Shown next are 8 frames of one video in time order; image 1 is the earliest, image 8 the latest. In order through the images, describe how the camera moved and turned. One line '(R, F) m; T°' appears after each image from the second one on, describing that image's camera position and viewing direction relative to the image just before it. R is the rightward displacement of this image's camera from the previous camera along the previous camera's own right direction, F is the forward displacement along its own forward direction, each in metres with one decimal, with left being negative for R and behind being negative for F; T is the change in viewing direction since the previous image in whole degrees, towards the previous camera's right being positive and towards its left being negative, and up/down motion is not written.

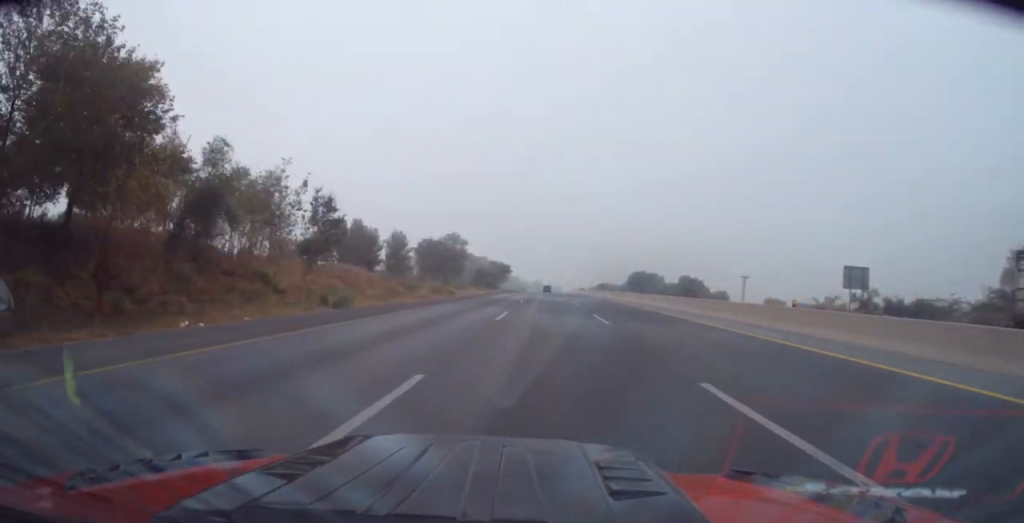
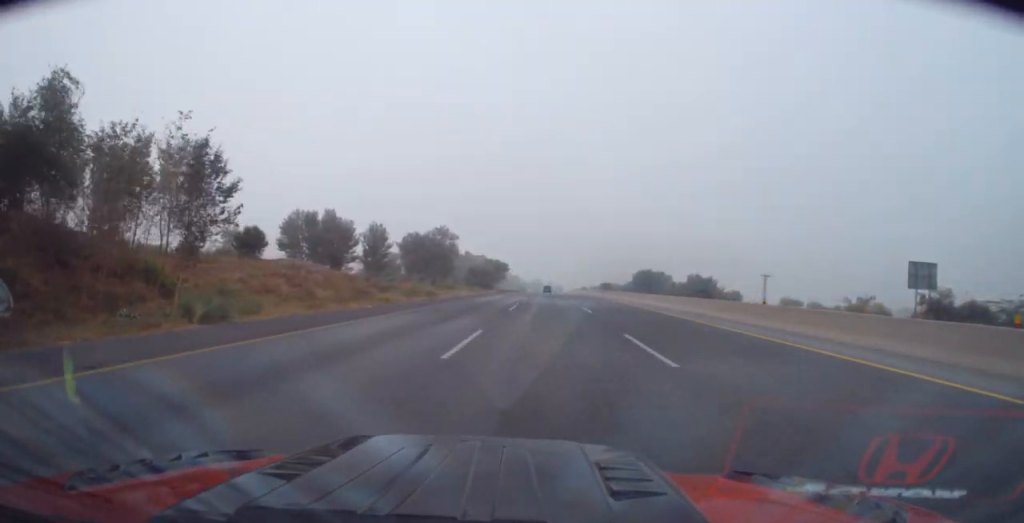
(-0.1, +10.3) m; 0°
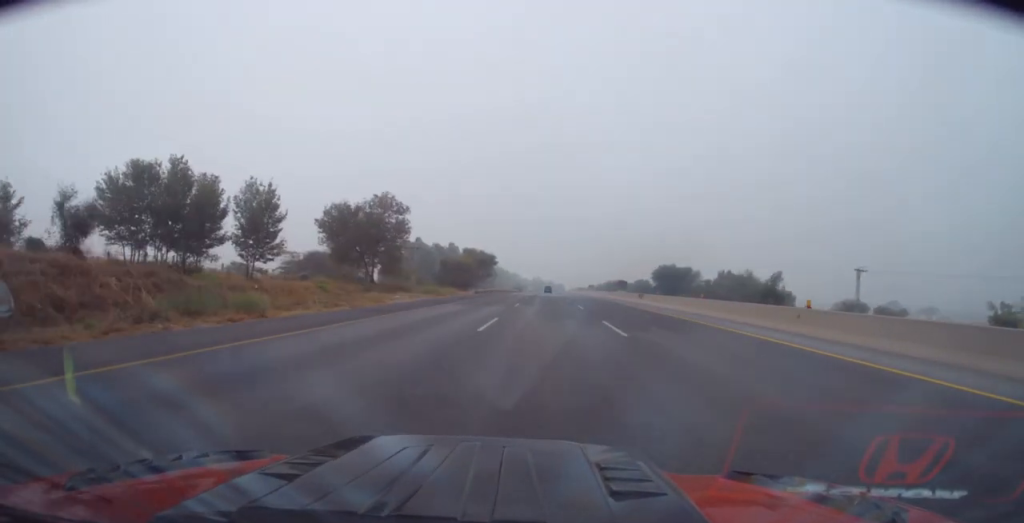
(-0.4, +30.1) m; -1°
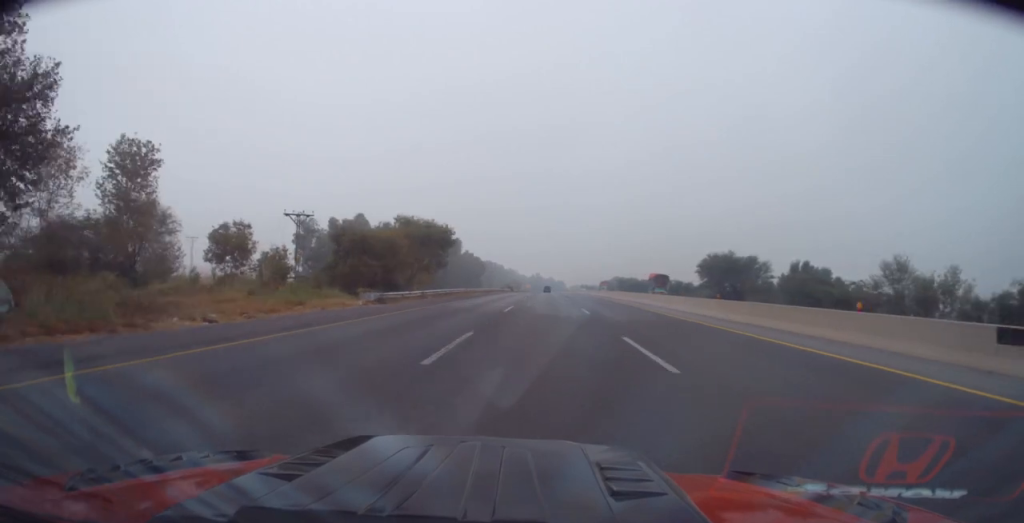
(0.0, +42.8) m; 0°
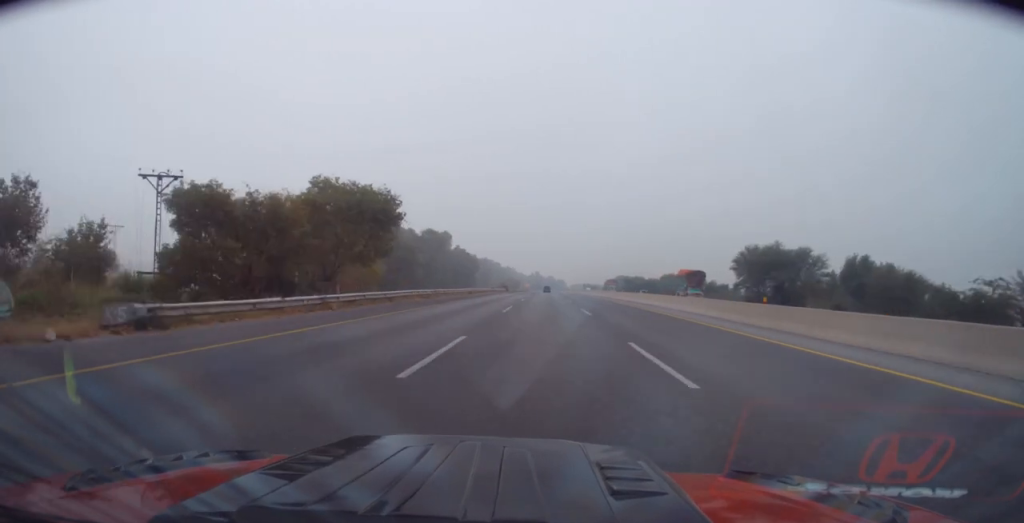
(0.0, +19.4) m; 0°
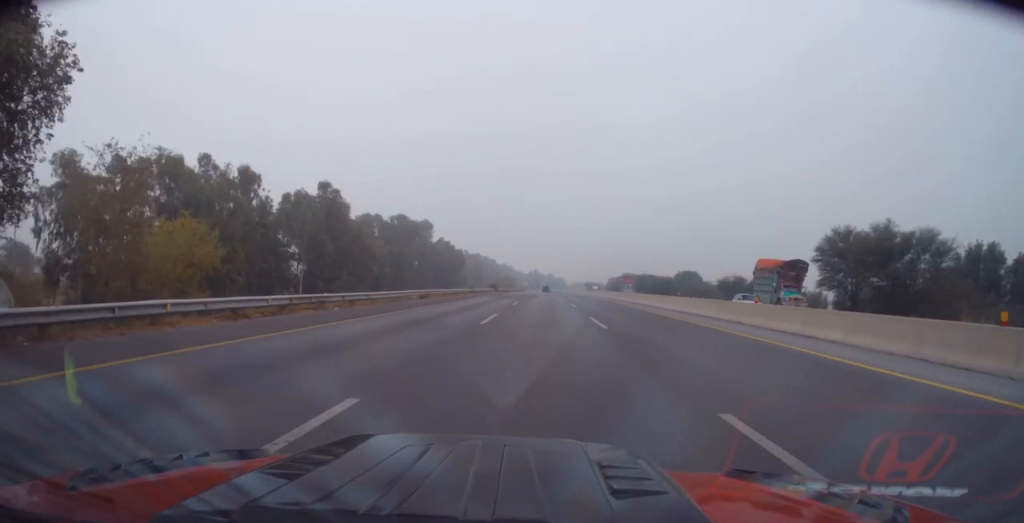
(0.0, +25.7) m; 0°
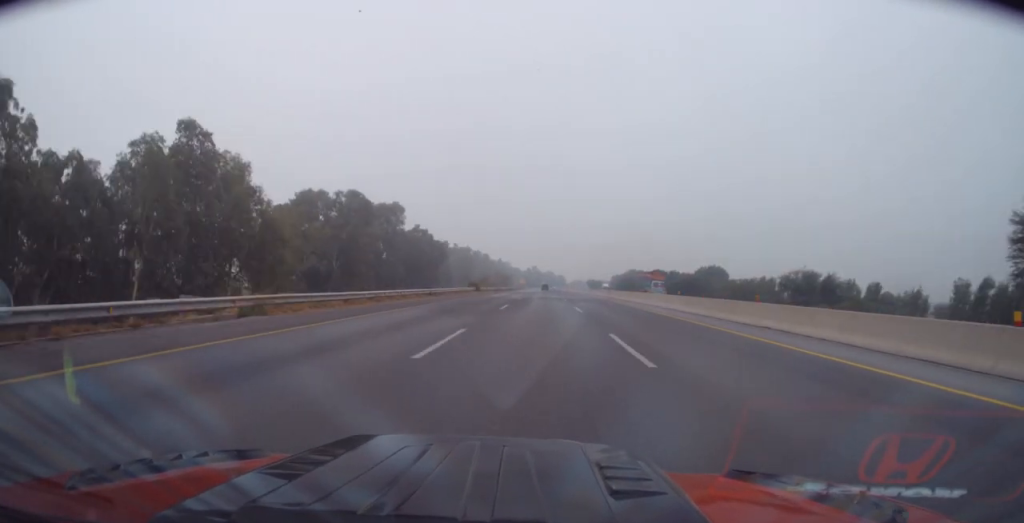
(0.0, +26.9) m; +1°
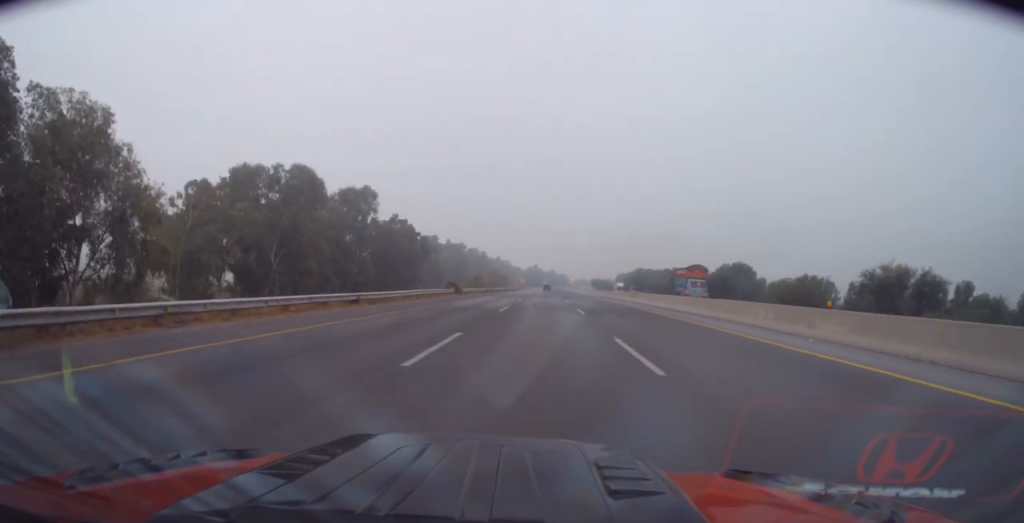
(+0.2, +19.0) m; 0°
